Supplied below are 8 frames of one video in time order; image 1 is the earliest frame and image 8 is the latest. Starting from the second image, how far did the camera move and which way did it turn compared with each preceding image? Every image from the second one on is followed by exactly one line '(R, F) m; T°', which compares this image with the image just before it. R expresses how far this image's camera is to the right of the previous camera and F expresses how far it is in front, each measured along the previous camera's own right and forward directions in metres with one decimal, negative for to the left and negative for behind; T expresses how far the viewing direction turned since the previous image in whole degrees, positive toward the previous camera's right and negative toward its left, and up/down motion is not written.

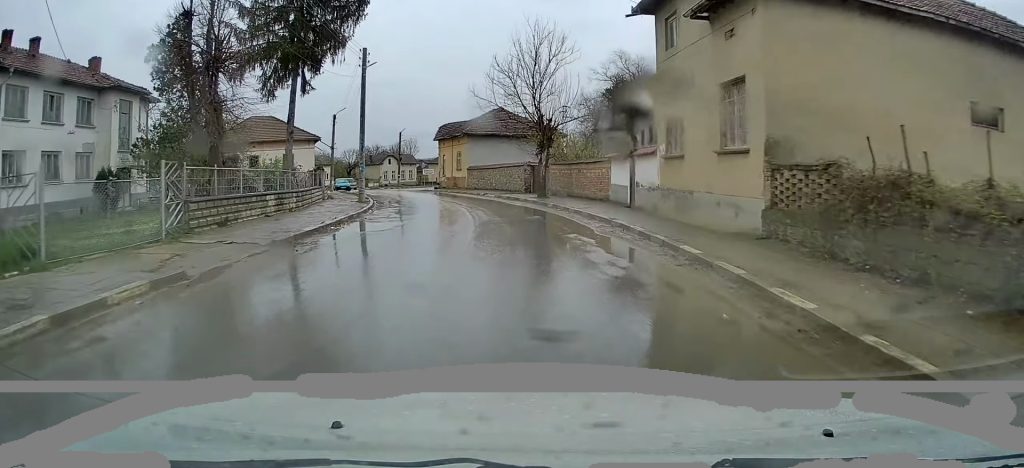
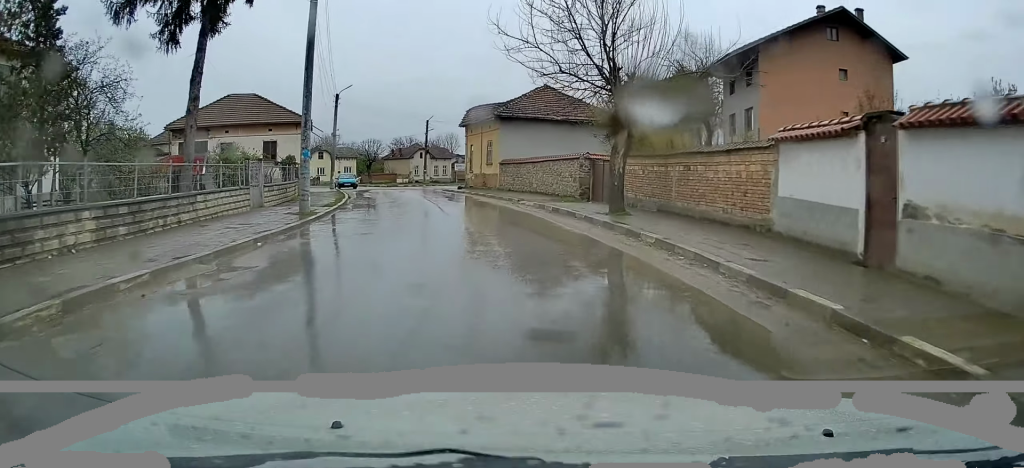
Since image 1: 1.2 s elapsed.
(0.0, +14.1) m; -3°
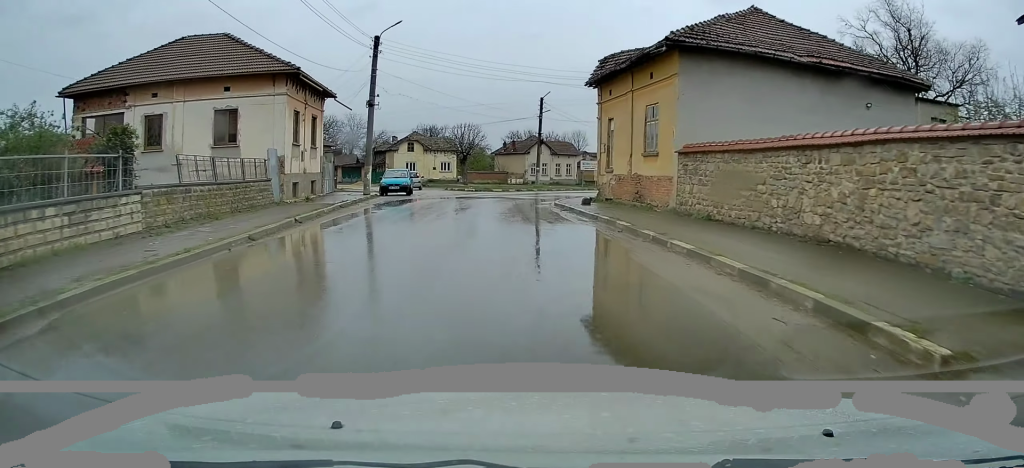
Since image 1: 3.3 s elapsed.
(-2.3, +23.0) m; -10°
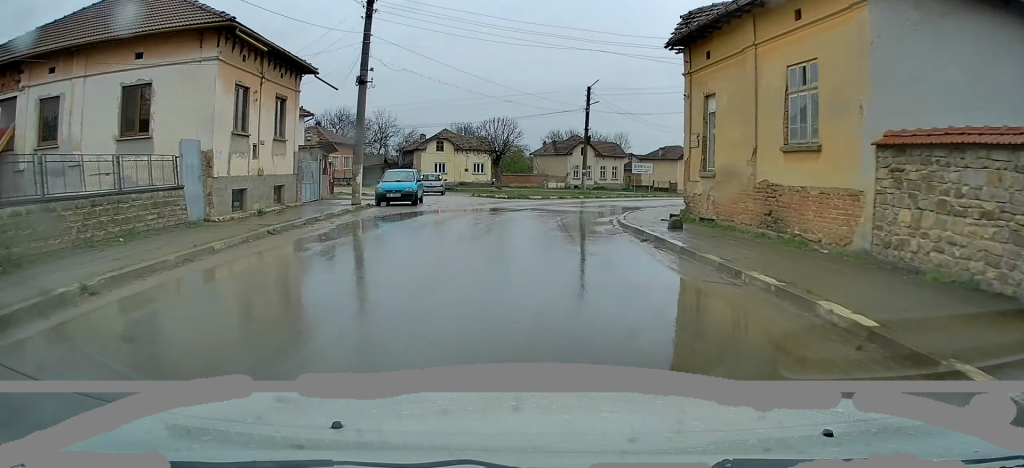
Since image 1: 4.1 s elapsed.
(-0.2, +8.9) m; -1°
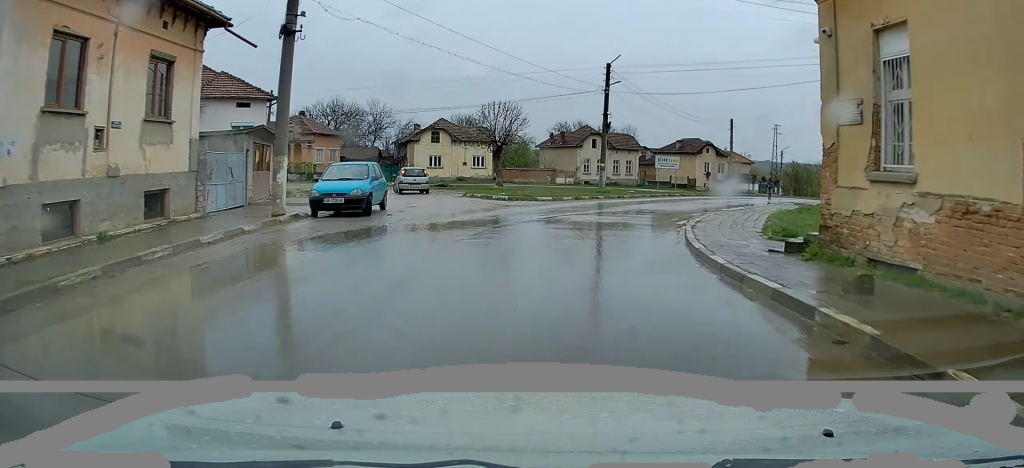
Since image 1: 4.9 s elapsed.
(0.0, +8.3) m; +1°
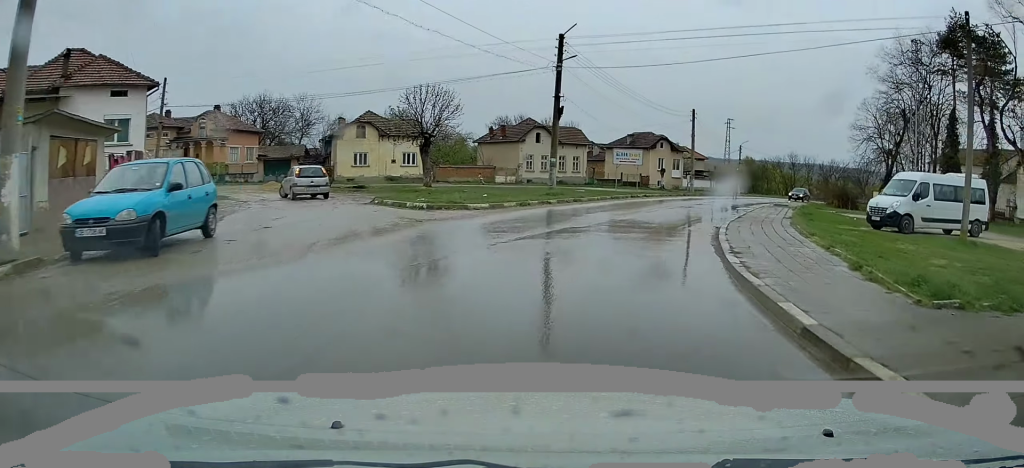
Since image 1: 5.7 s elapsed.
(-0.1, +7.8) m; +4°
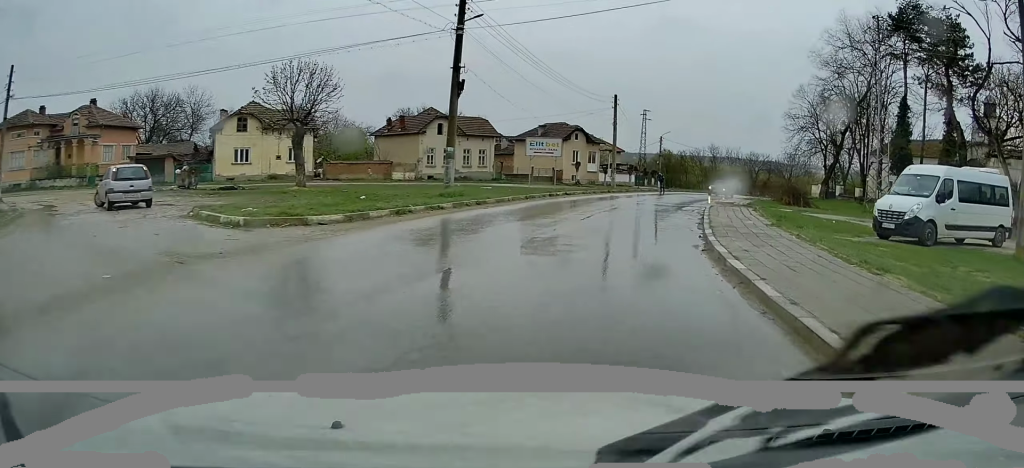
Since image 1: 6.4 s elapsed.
(+0.6, +7.1) m; +7°
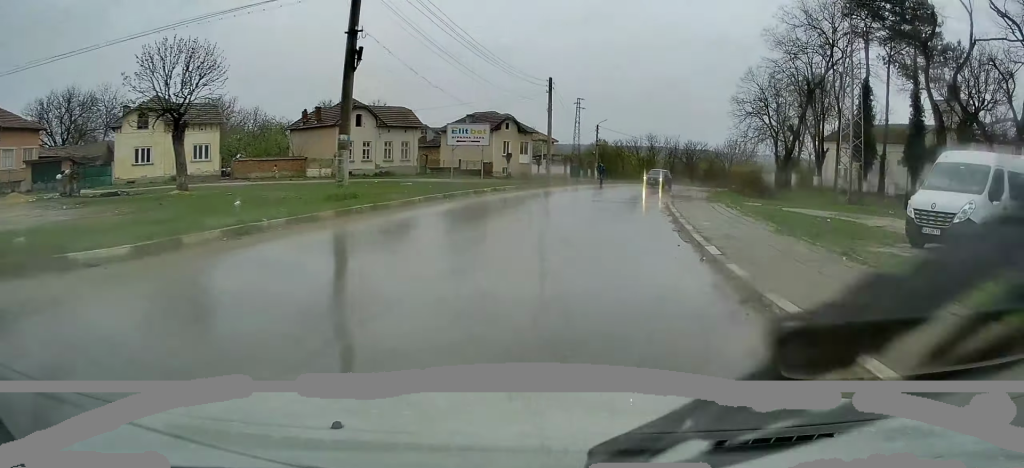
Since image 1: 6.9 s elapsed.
(+0.2, +5.3) m; +5°
